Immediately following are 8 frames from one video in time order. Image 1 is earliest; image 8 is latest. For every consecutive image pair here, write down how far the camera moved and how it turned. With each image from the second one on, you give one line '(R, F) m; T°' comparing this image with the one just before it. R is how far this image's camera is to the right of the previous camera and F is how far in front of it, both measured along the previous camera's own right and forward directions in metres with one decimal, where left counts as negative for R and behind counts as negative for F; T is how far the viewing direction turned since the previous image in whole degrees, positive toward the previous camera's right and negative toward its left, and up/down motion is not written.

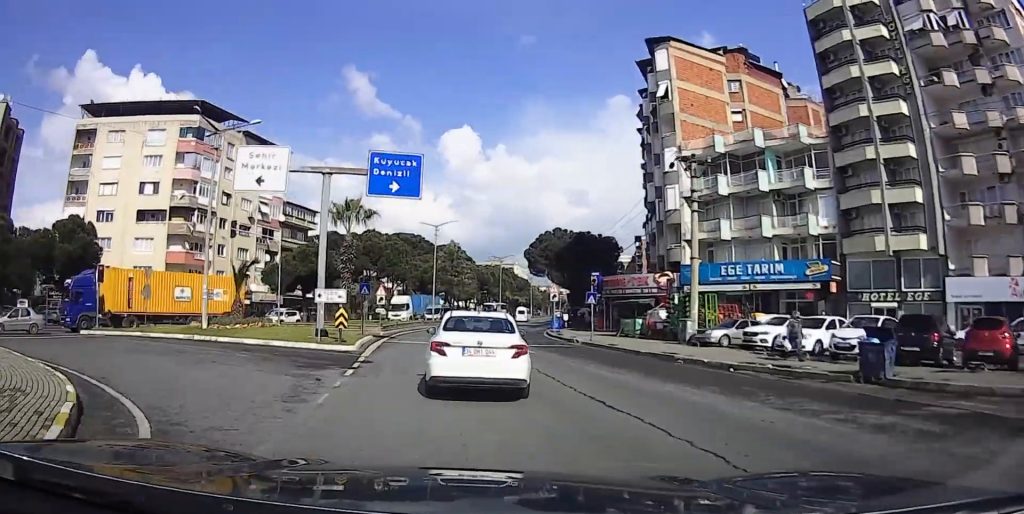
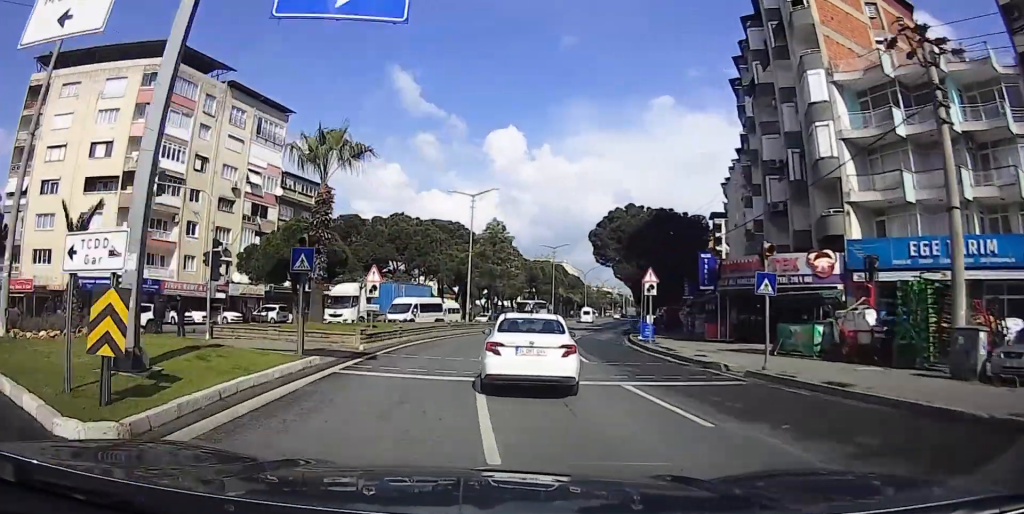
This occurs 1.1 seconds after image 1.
(-0.1, +15.5) m; -2°
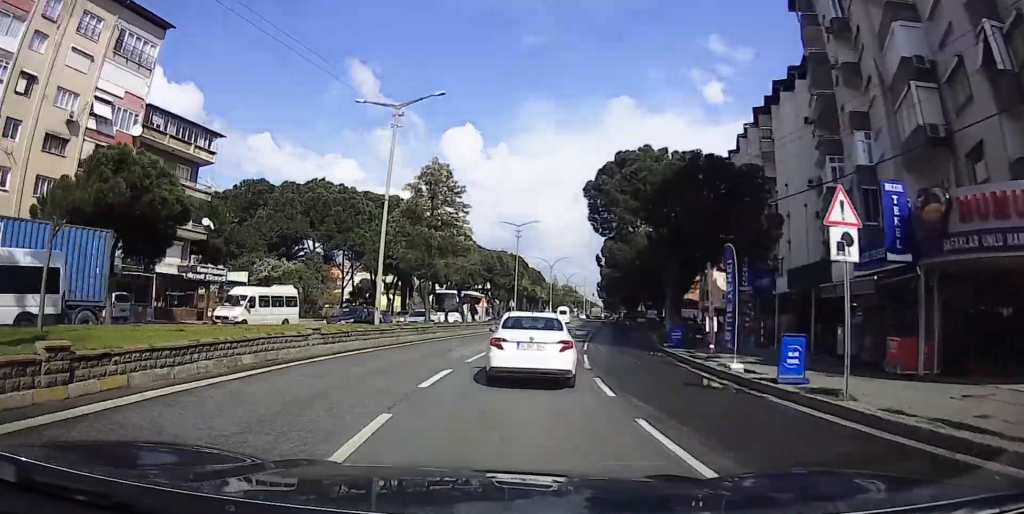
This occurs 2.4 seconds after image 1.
(-1.3, +18.7) m; -8°
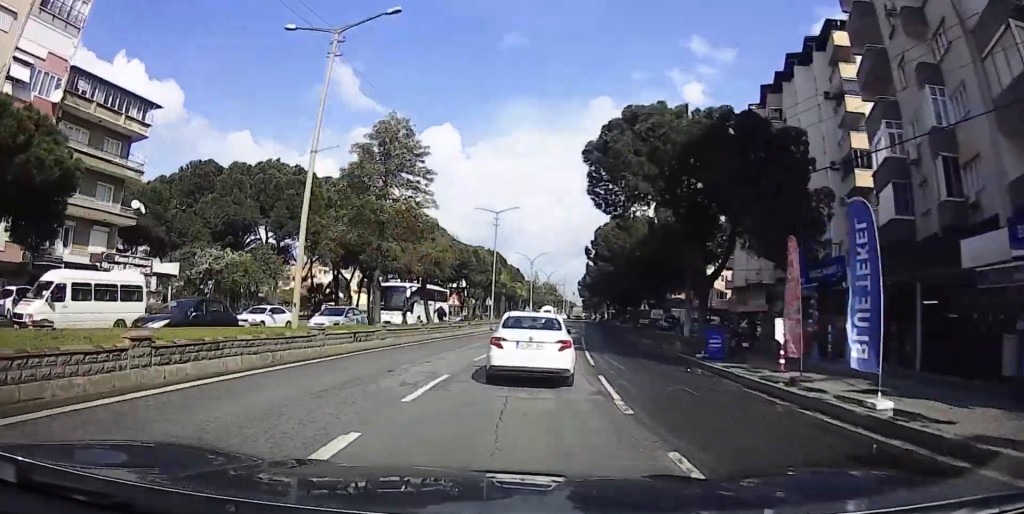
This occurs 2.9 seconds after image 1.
(-0.4, +7.7) m; -2°
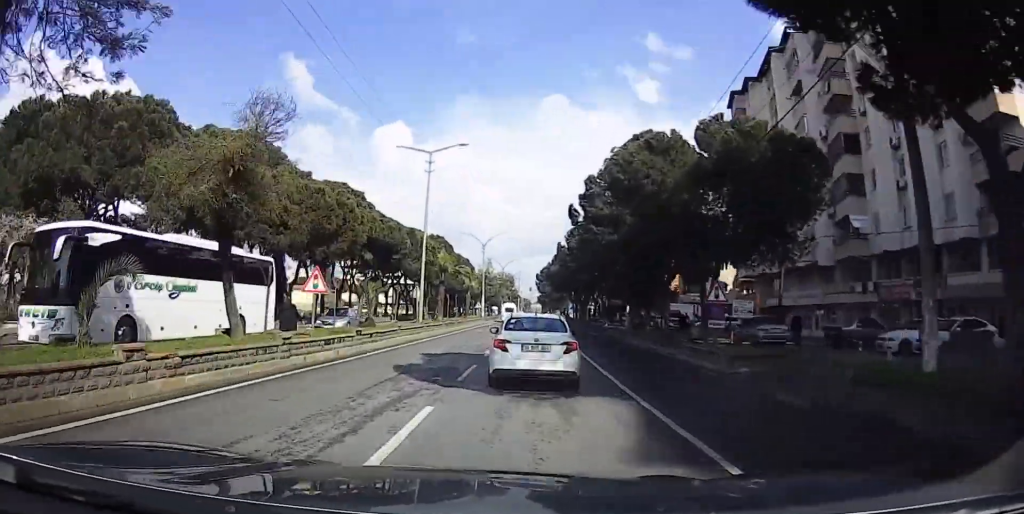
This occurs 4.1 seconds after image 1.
(-0.1, +19.7) m; 0°
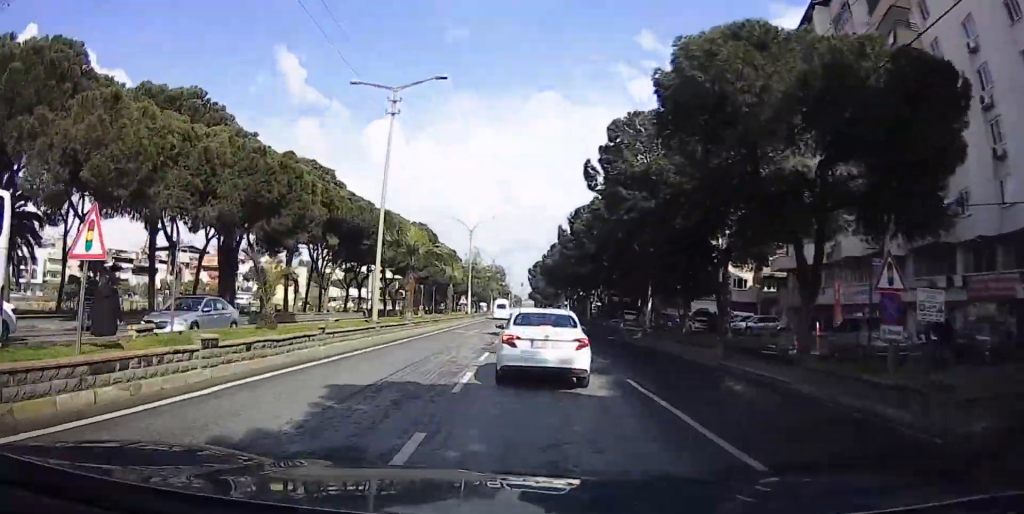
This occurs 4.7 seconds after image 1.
(-0.1, +9.9) m; +2°
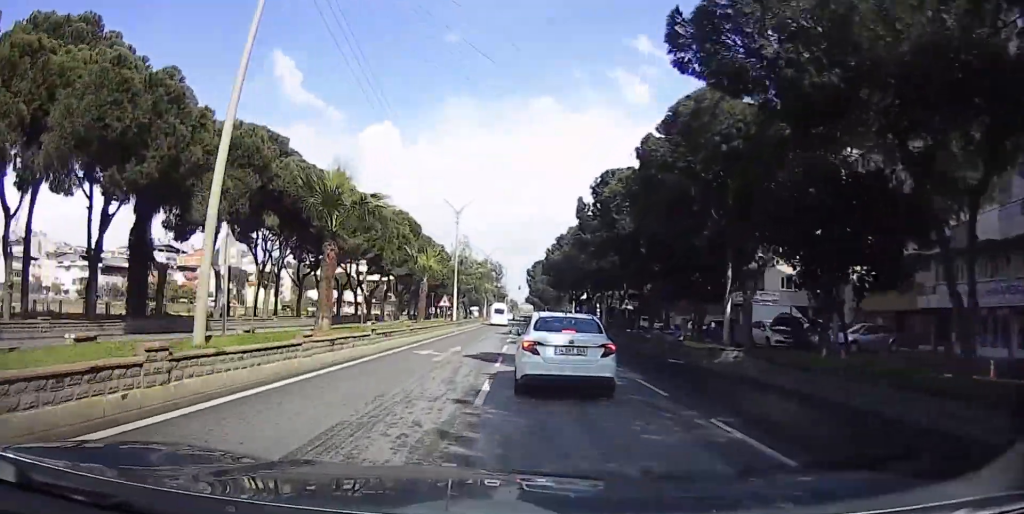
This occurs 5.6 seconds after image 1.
(+0.4, +13.7) m; +3°
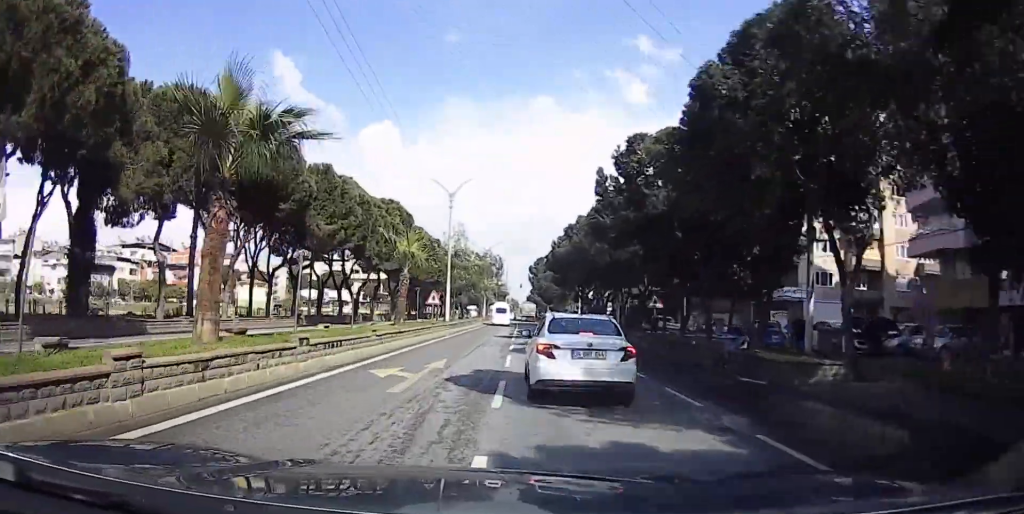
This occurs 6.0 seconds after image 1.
(+0.1, +6.8) m; +2°
